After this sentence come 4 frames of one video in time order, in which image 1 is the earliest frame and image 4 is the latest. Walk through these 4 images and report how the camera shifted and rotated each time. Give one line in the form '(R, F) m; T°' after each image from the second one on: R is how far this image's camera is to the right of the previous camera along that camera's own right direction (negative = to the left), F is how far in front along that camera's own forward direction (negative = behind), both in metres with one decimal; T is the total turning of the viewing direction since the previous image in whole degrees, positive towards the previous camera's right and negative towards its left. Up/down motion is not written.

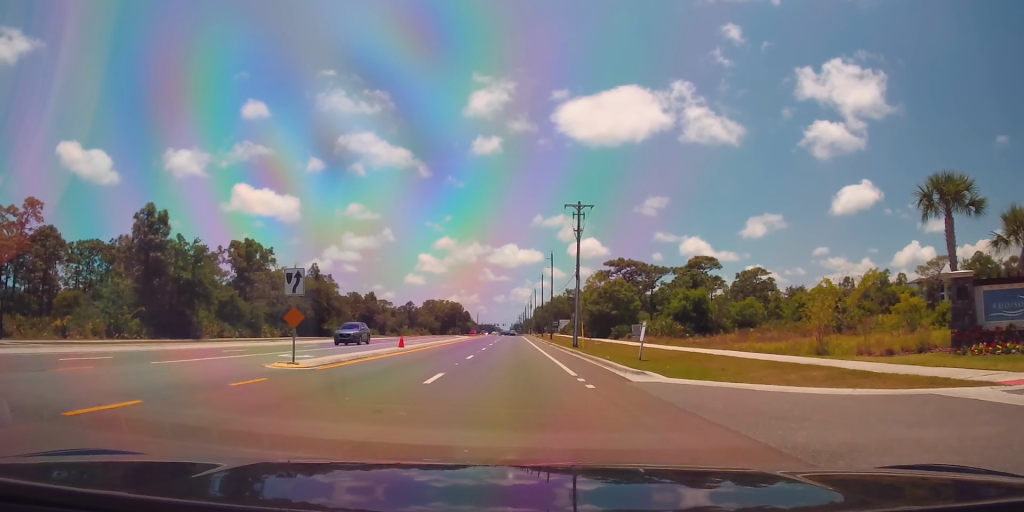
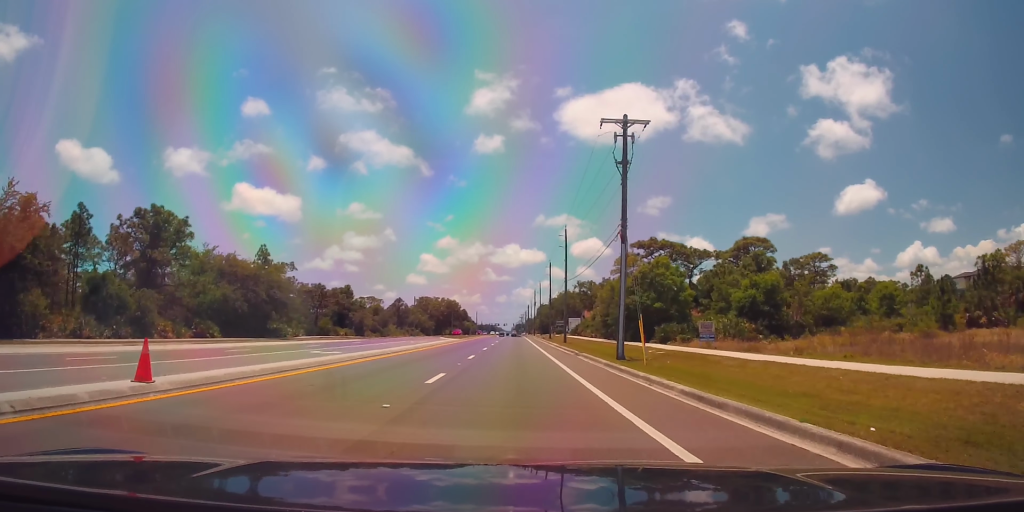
(0.0, +24.2) m; 0°
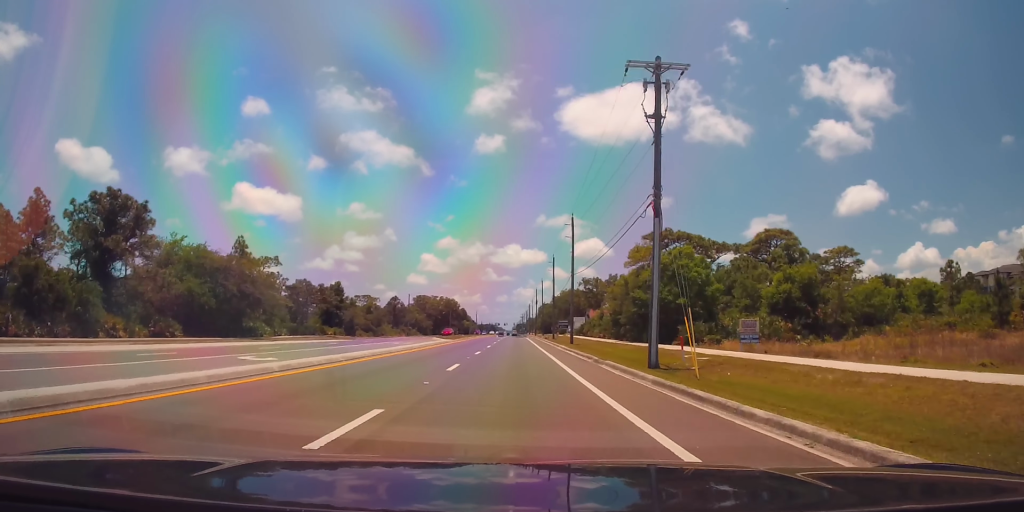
(0.0, +7.9) m; 0°
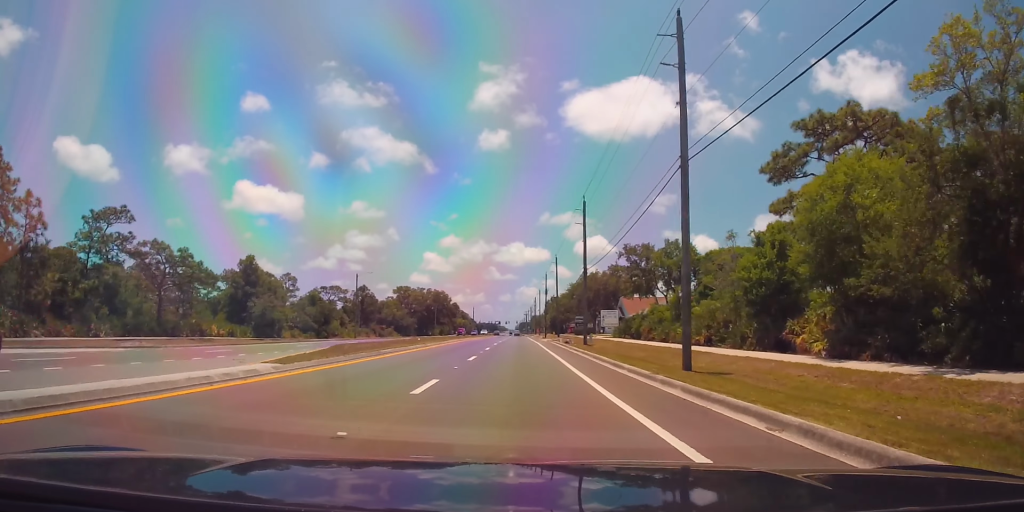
(0.0, +43.6) m; 0°
